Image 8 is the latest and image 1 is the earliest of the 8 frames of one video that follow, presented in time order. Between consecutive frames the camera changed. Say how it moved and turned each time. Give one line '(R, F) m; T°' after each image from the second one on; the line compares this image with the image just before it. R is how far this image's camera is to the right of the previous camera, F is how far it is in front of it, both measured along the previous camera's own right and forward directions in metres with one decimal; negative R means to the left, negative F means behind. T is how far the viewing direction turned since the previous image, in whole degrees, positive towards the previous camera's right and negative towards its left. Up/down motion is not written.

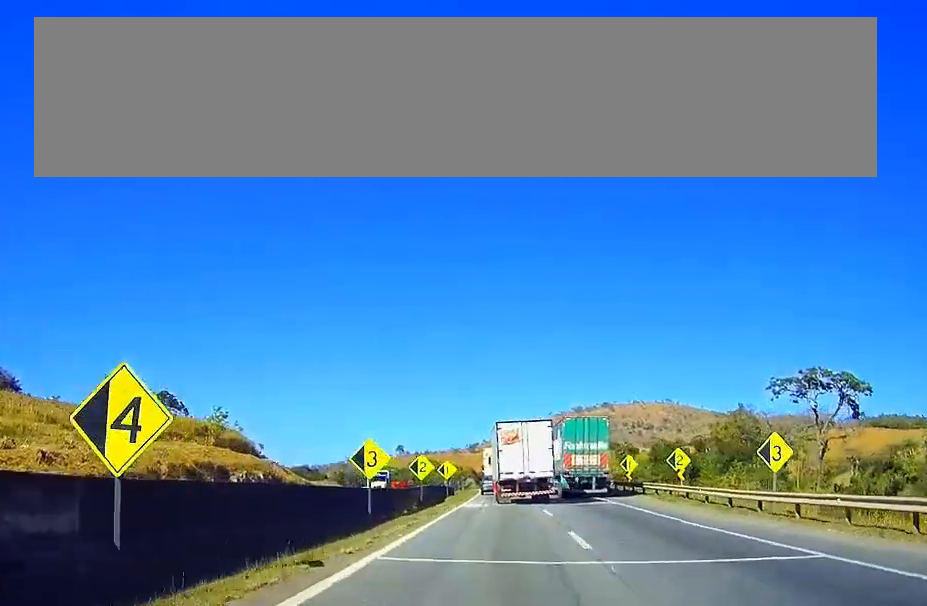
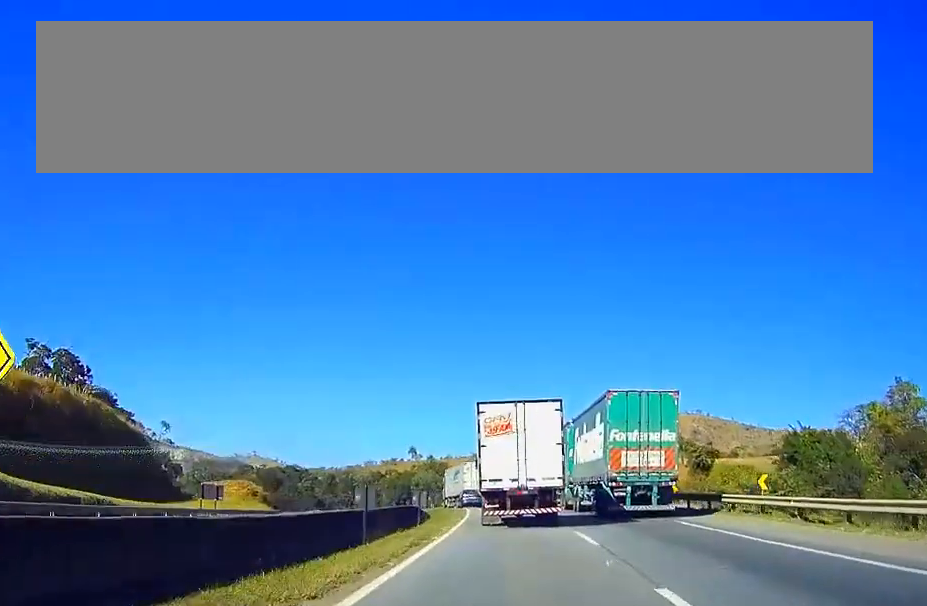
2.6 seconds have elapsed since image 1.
(+0.6, +58.9) m; 0°
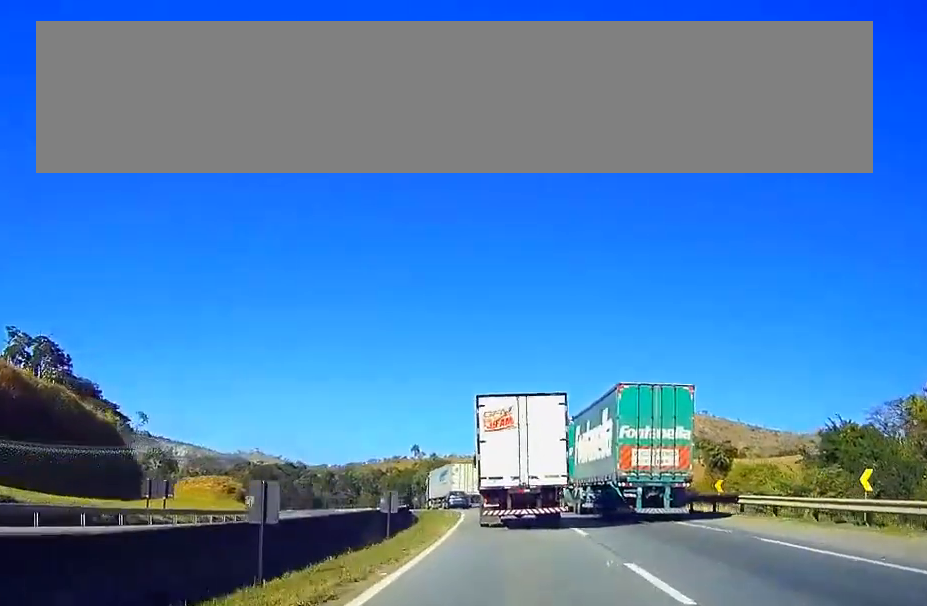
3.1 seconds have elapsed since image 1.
(-0.1, +9.1) m; 0°
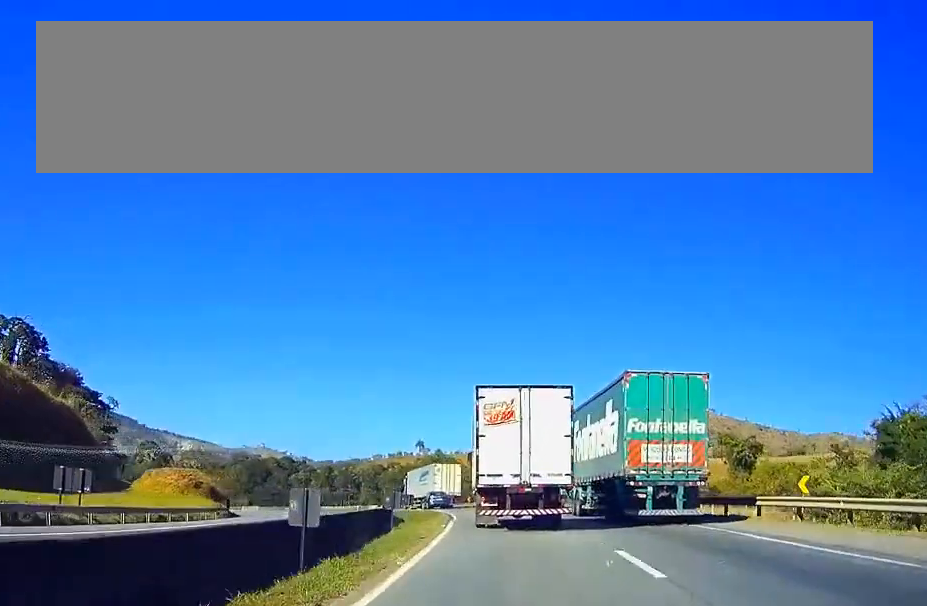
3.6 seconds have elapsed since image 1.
(0.0, +10.4) m; -1°
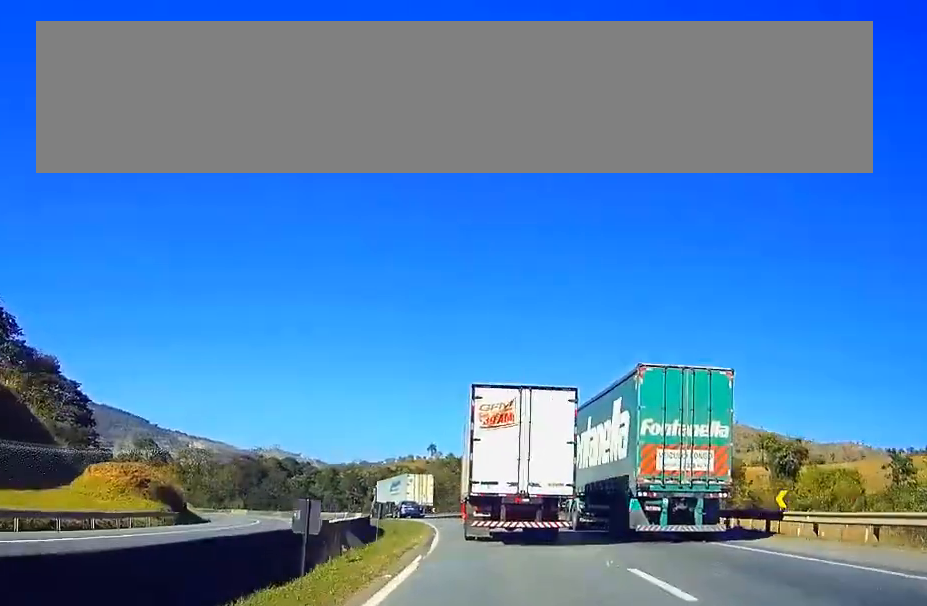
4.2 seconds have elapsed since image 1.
(+0.1, +13.8) m; -1°
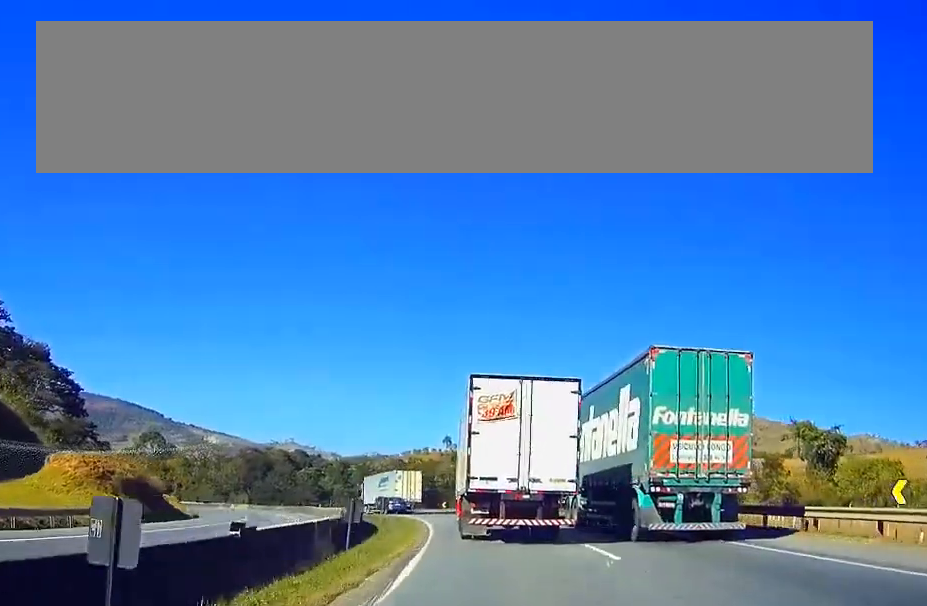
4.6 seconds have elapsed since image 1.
(-0.2, +8.1) m; -1°
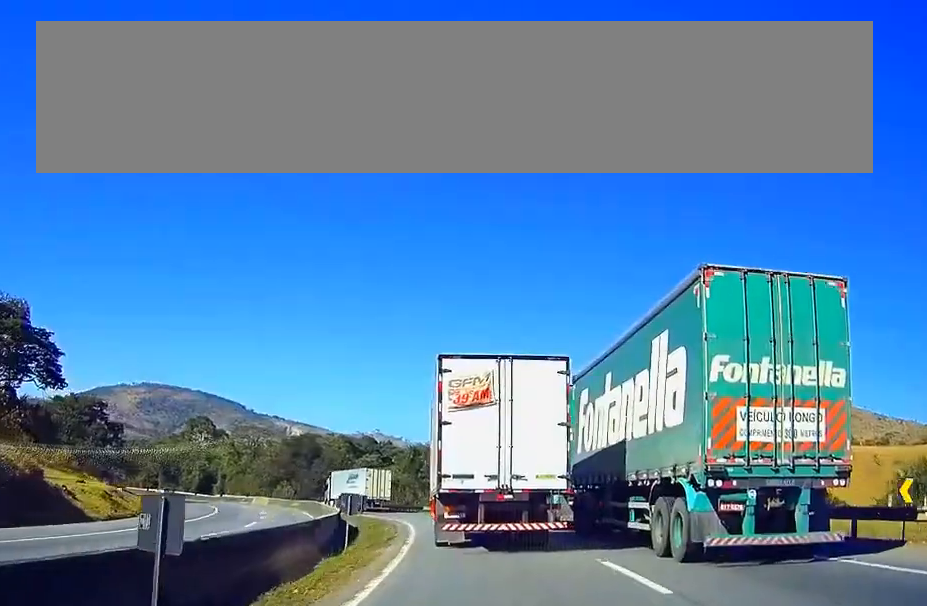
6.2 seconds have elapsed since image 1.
(-1.4, +30.5) m; -7°
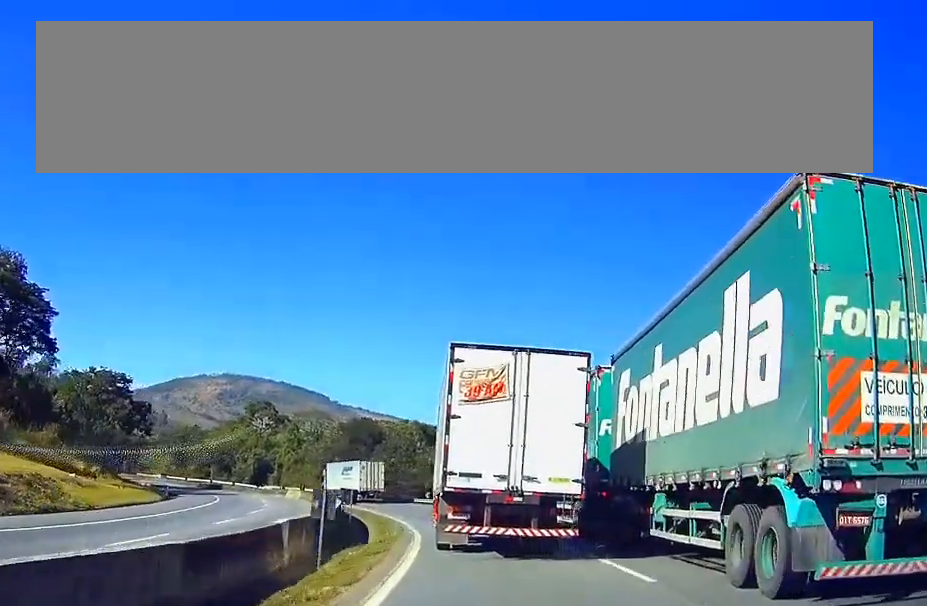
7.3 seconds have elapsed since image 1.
(-1.1, +21.6) m; -5°
